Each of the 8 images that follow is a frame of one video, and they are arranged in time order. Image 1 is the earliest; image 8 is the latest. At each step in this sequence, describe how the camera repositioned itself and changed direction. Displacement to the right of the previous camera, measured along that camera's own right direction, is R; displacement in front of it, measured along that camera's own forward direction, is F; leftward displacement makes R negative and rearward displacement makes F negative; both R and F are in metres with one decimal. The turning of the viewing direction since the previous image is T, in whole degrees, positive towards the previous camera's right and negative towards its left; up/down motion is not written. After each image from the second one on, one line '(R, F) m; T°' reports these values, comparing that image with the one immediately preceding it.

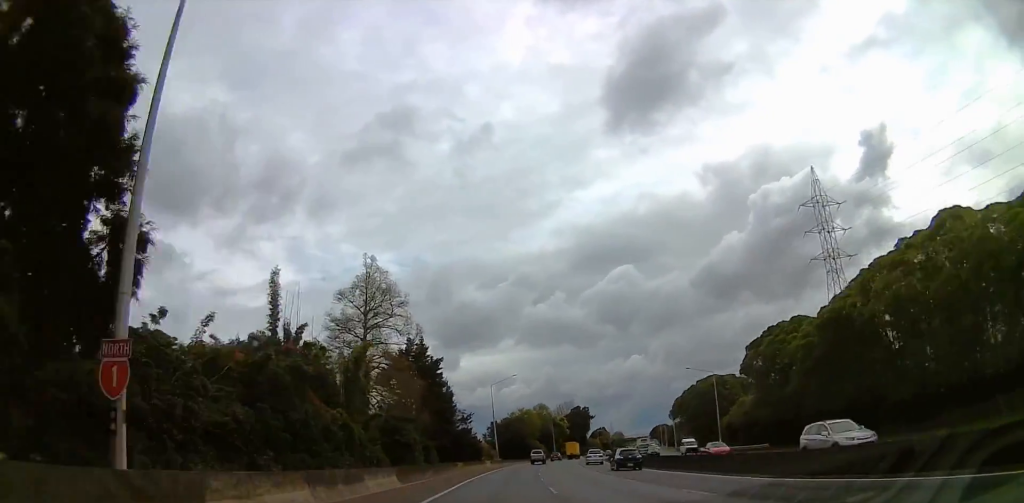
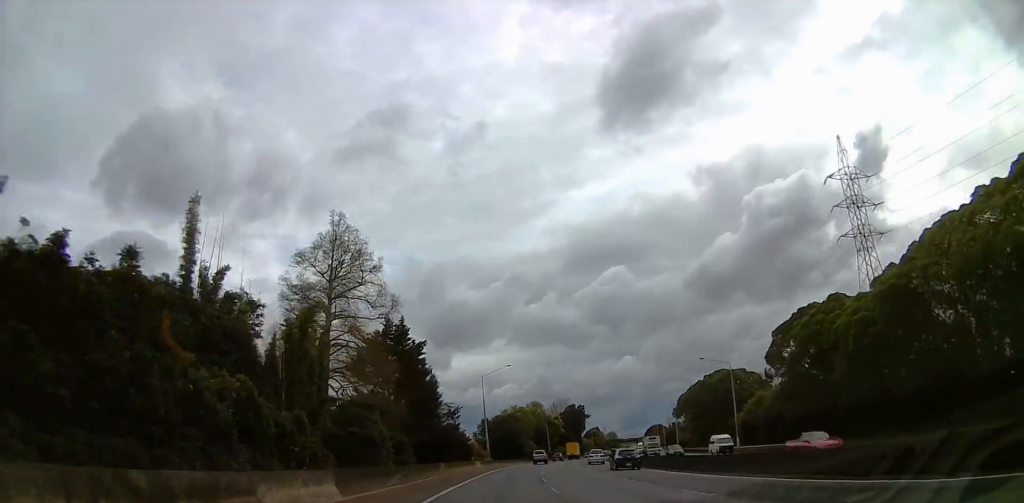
(-0.2, +10.0) m; +1°
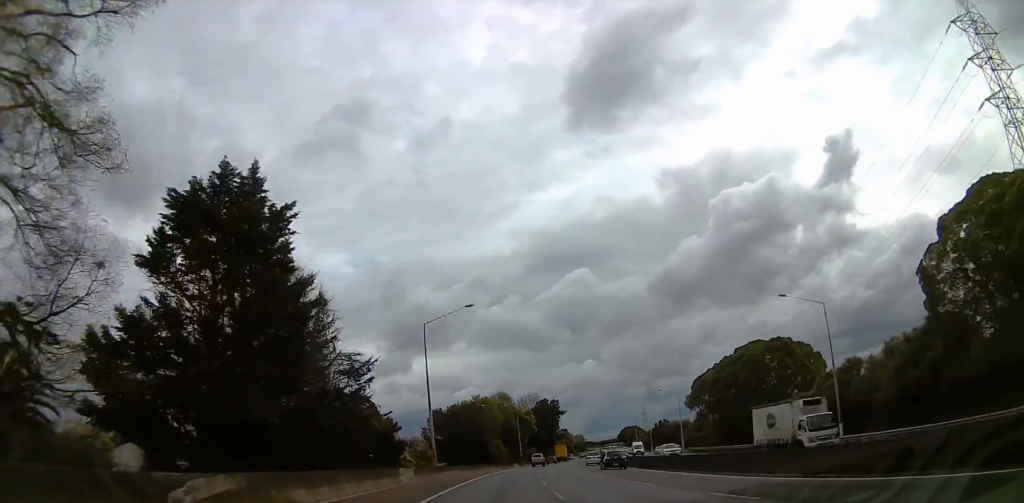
(+1.3, +33.3) m; +5°
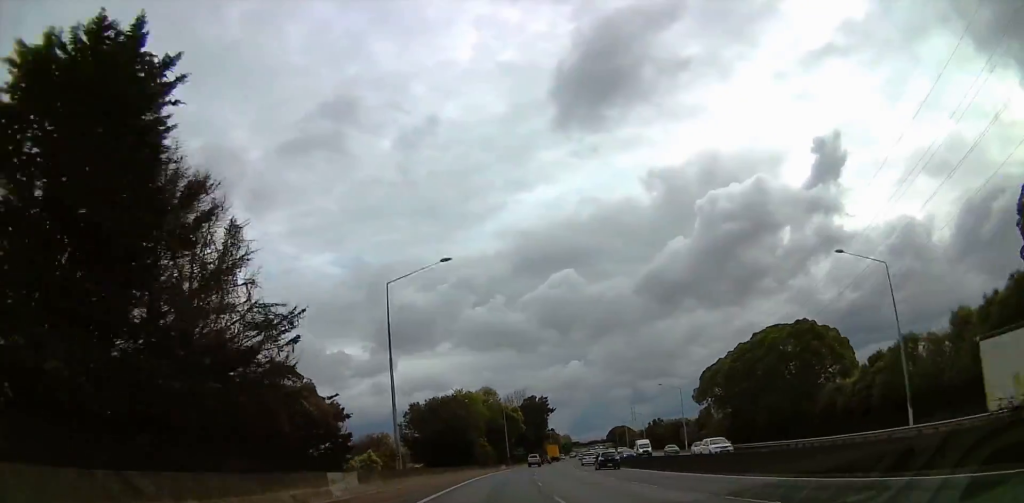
(+0.1, +10.9) m; +1°
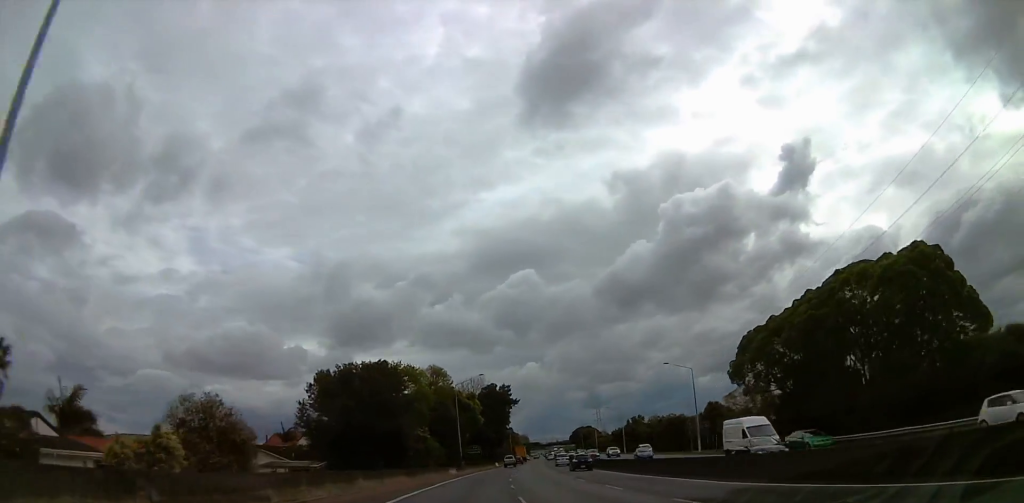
(+0.3, +29.5) m; +3°
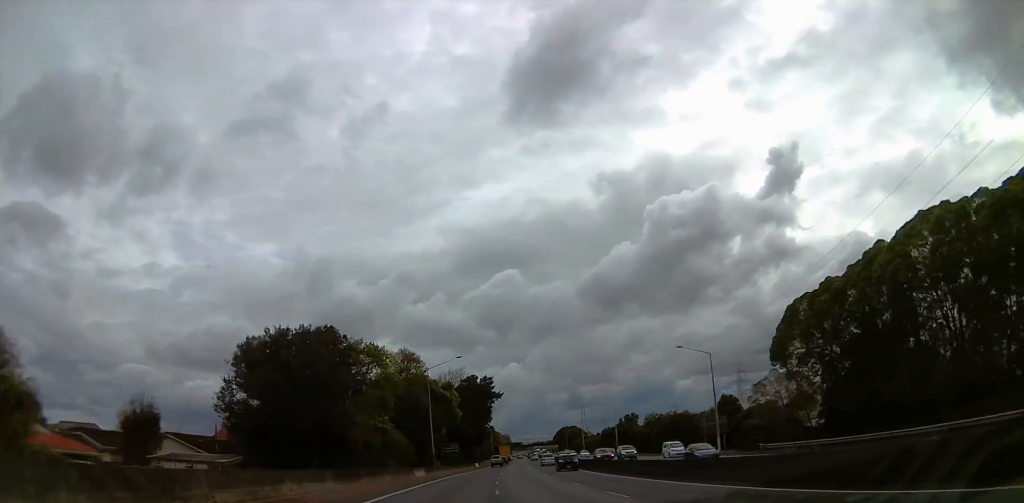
(+0.1, +14.2) m; +2°
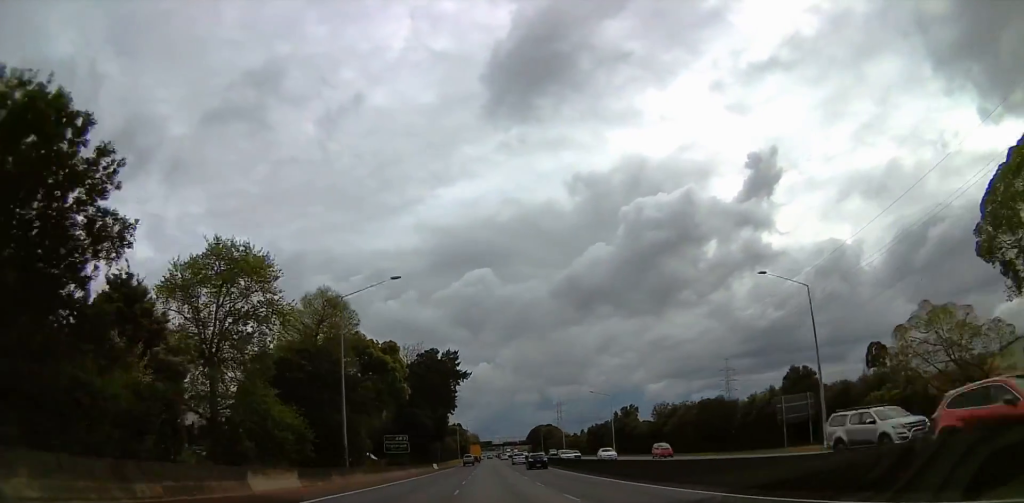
(+1.0, +29.2) m; +3°
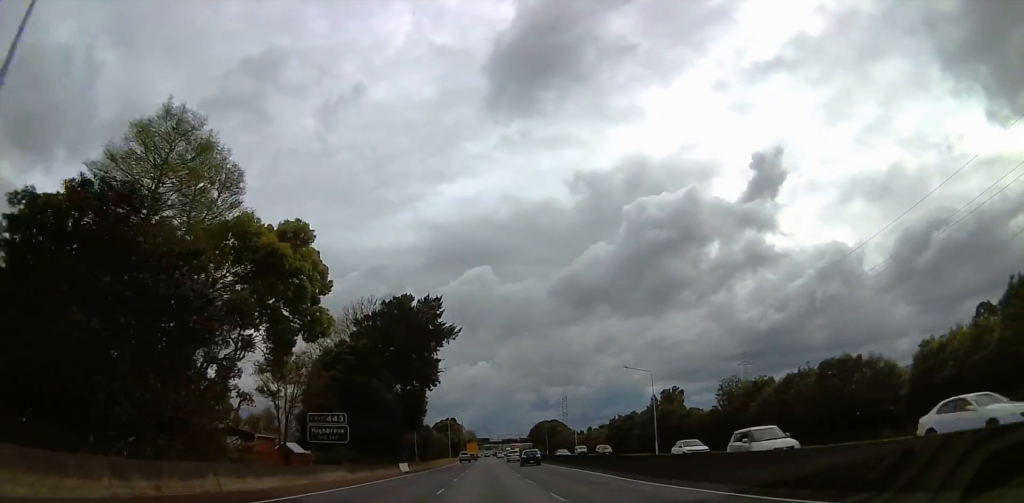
(+0.5, +30.4) m; +1°
